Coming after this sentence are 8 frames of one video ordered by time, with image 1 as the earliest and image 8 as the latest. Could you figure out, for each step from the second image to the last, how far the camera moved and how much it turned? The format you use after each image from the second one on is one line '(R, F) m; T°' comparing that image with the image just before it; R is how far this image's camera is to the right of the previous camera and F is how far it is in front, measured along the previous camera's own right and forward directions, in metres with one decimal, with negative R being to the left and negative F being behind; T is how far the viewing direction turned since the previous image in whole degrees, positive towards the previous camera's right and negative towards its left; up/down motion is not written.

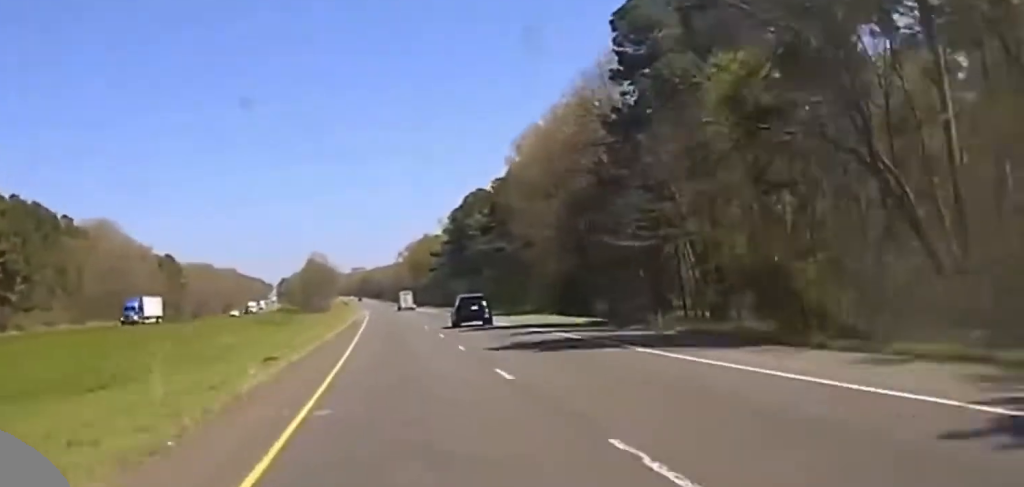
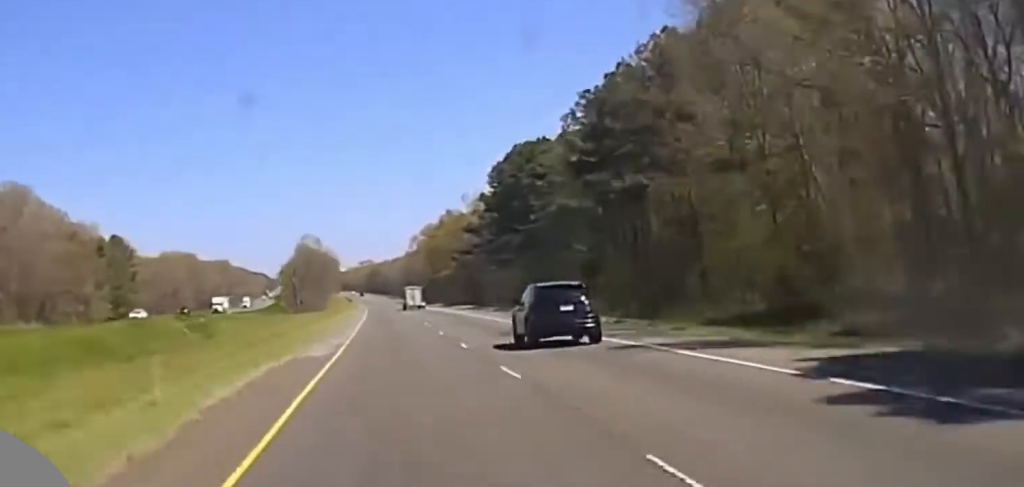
(-0.1, +69.7) m; 0°
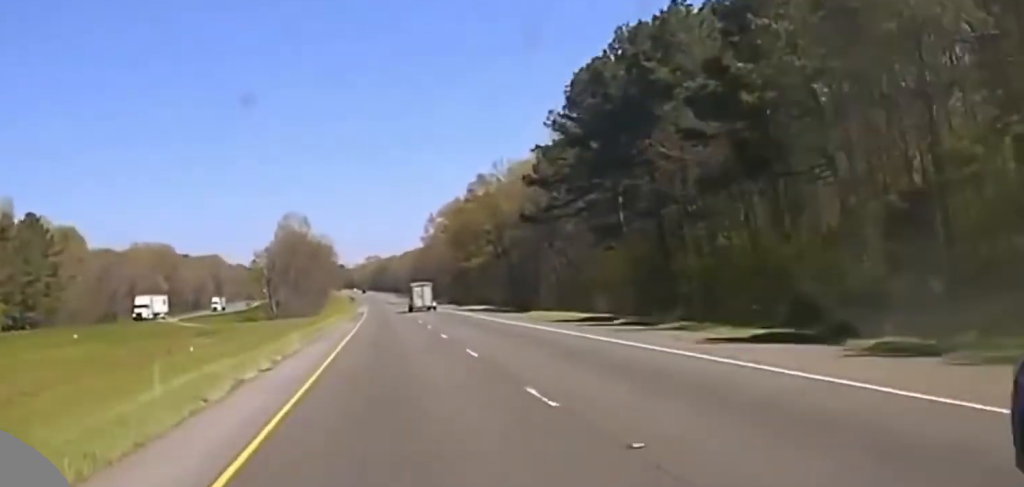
(-0.1, +65.0) m; -1°
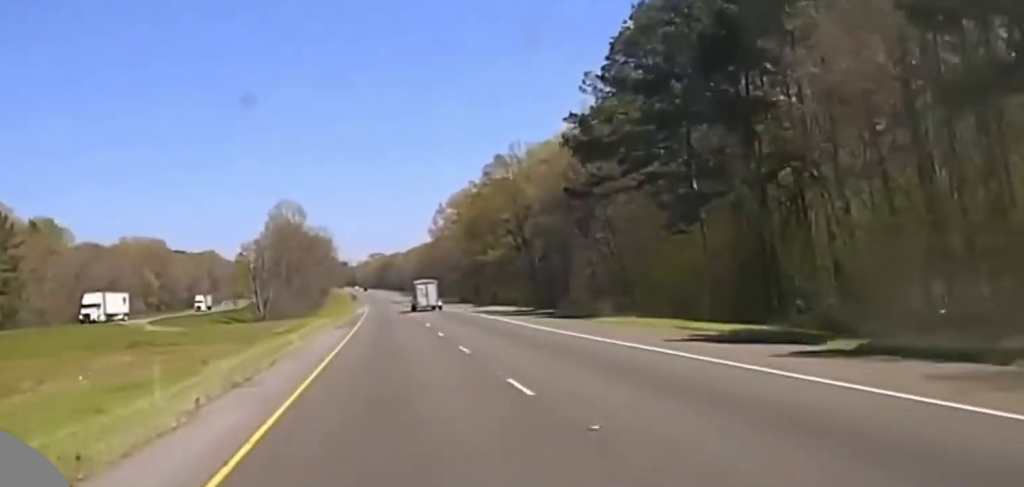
(0.0, +22.4) m; 0°
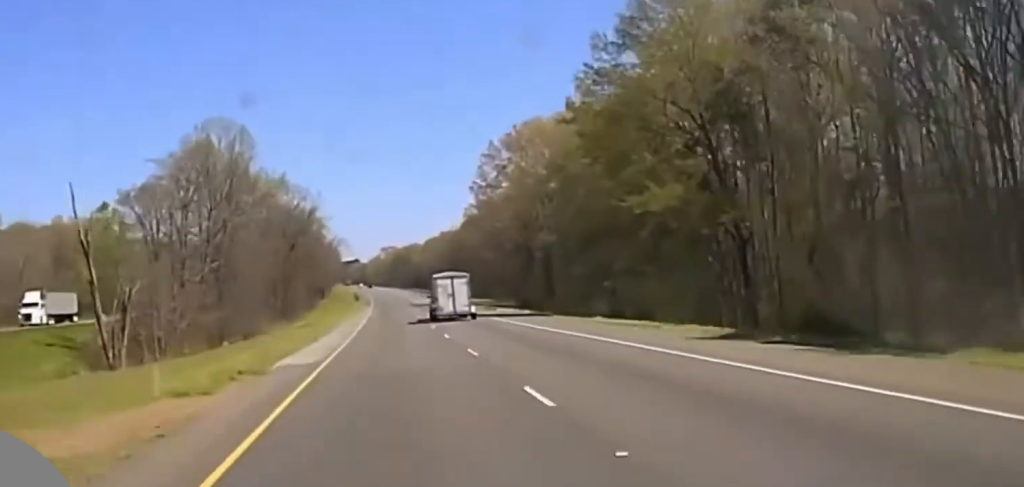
(-1.1, +86.5) m; -1°
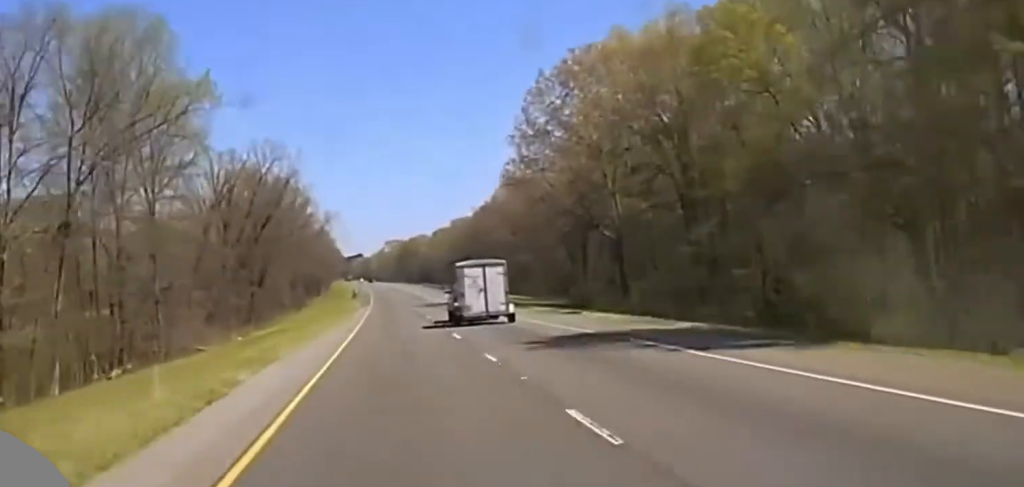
(-0.1, +43.8) m; 0°
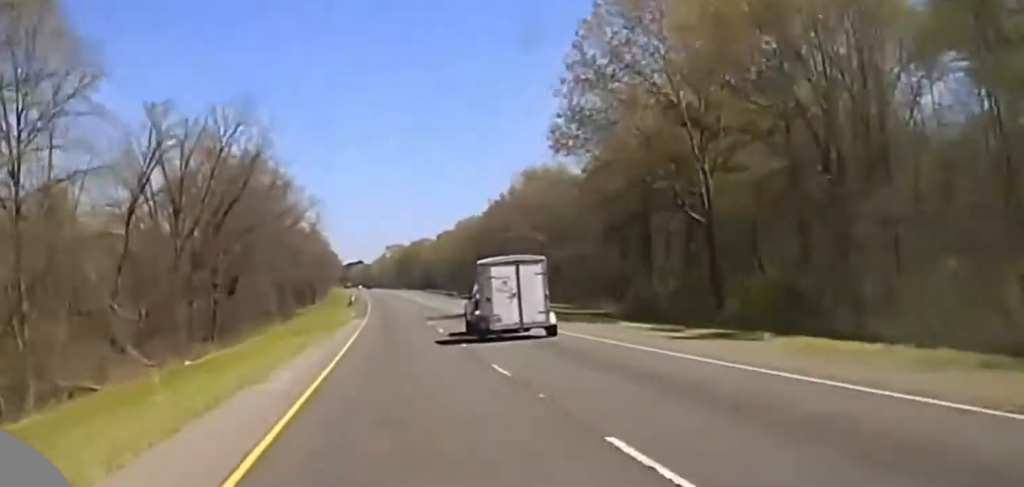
(0.0, +30.3) m; 0°
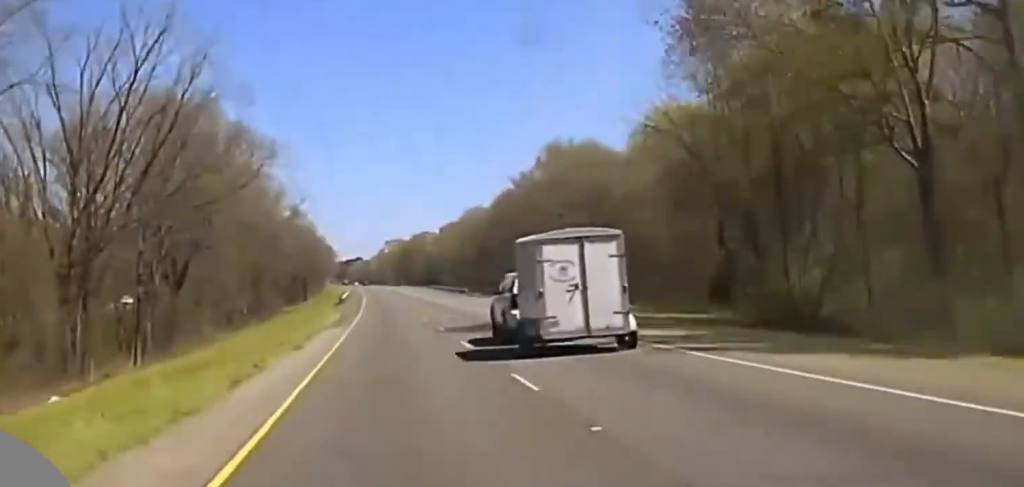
(0.0, +31.5) m; 0°
